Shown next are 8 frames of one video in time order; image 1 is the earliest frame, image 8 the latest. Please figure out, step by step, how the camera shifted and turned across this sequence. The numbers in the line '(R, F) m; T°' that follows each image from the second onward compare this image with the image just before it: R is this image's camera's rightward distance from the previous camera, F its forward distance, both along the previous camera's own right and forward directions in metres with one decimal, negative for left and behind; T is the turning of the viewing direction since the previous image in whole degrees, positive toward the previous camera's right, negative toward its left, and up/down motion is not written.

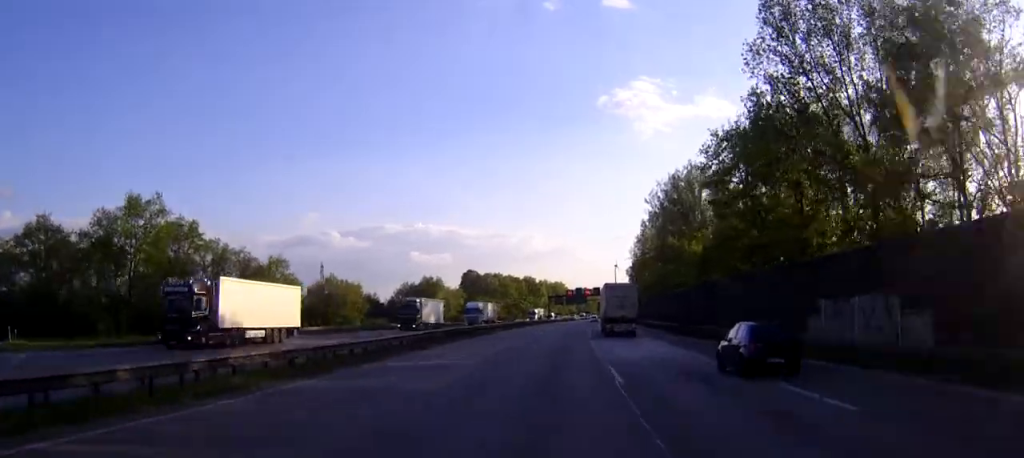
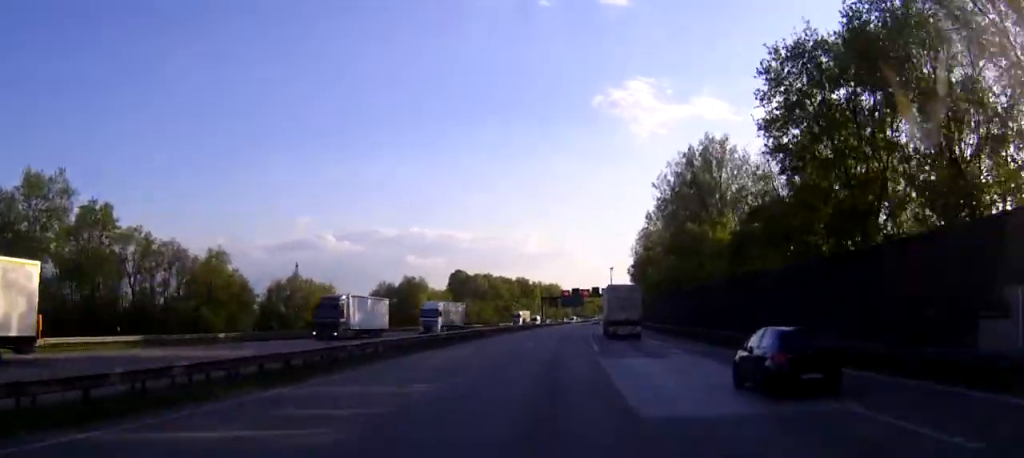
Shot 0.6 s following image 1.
(+0.1, +16.3) m; 0°
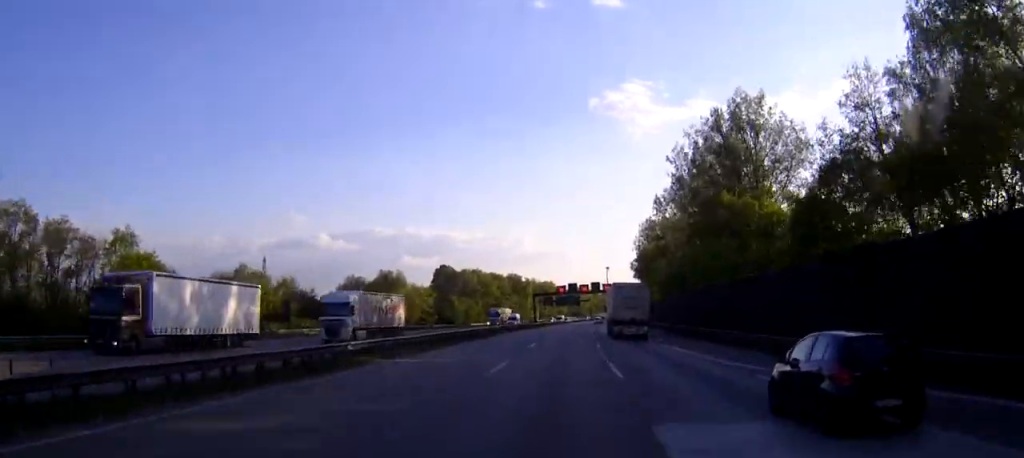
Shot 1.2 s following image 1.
(+0.1, +18.3) m; 0°
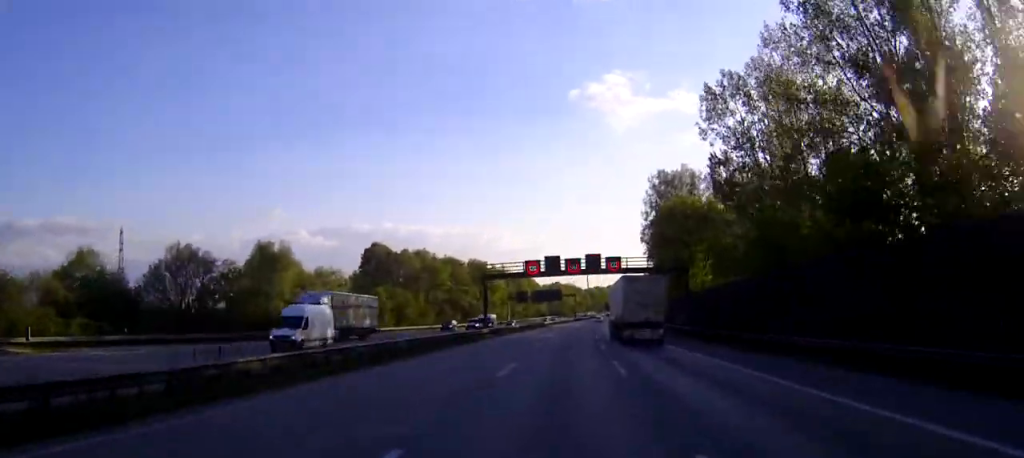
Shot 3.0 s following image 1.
(+0.5, +53.3) m; +1°
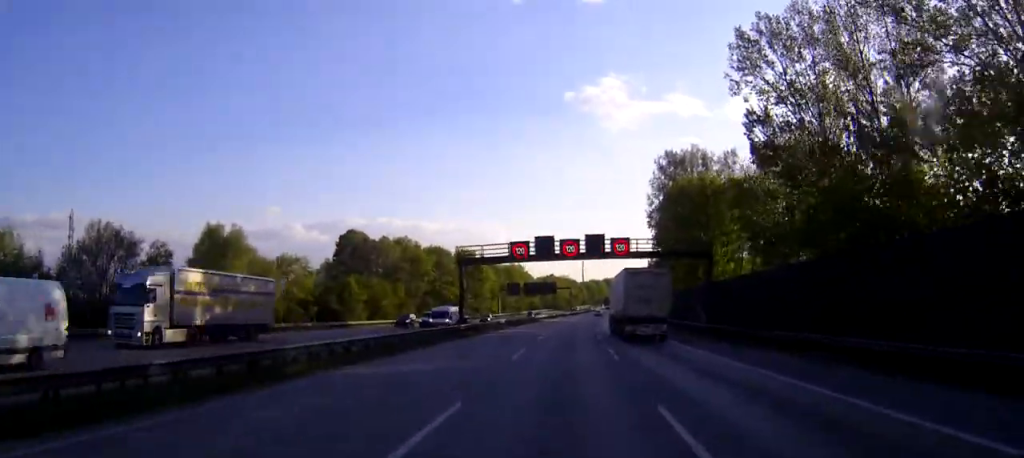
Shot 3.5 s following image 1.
(+0.1, +13.6) m; 0°
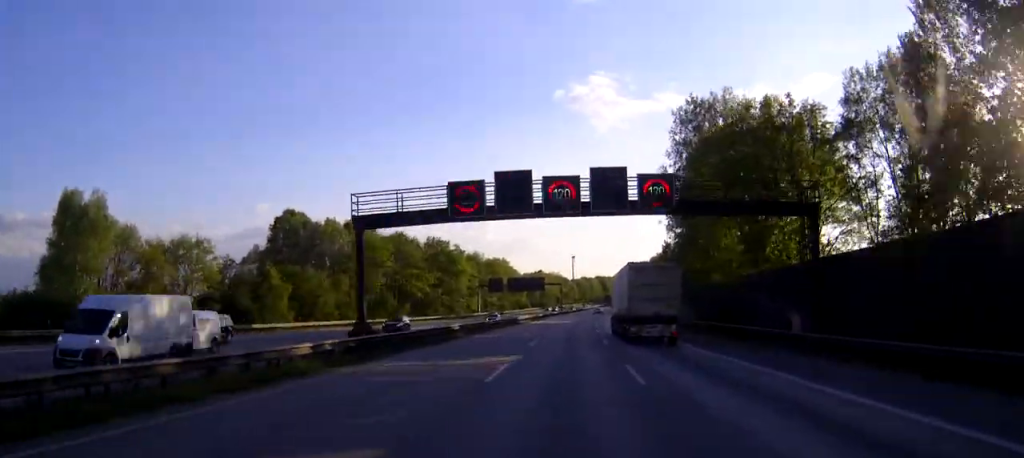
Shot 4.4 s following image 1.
(+0.1, +26.4) m; +1°
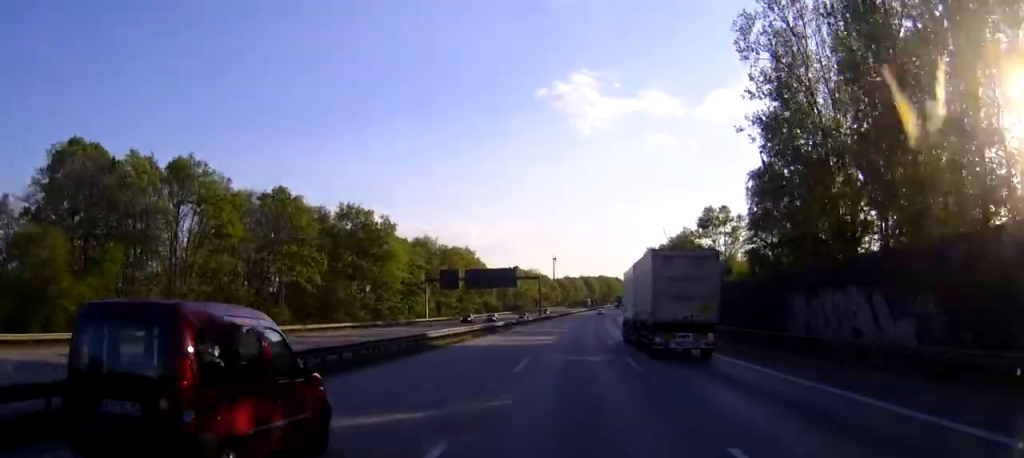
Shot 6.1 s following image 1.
(+0.7, +49.4) m; +2°
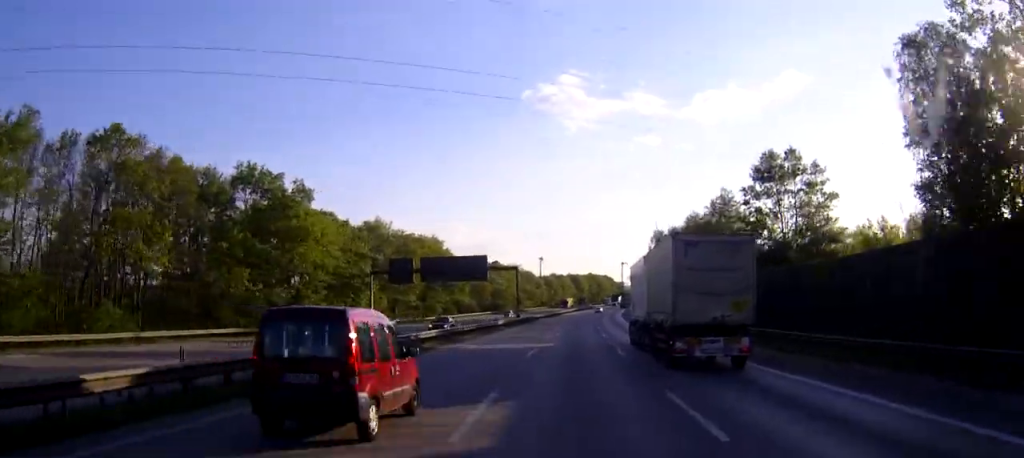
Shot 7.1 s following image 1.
(+0.2, +29.8) m; +1°
